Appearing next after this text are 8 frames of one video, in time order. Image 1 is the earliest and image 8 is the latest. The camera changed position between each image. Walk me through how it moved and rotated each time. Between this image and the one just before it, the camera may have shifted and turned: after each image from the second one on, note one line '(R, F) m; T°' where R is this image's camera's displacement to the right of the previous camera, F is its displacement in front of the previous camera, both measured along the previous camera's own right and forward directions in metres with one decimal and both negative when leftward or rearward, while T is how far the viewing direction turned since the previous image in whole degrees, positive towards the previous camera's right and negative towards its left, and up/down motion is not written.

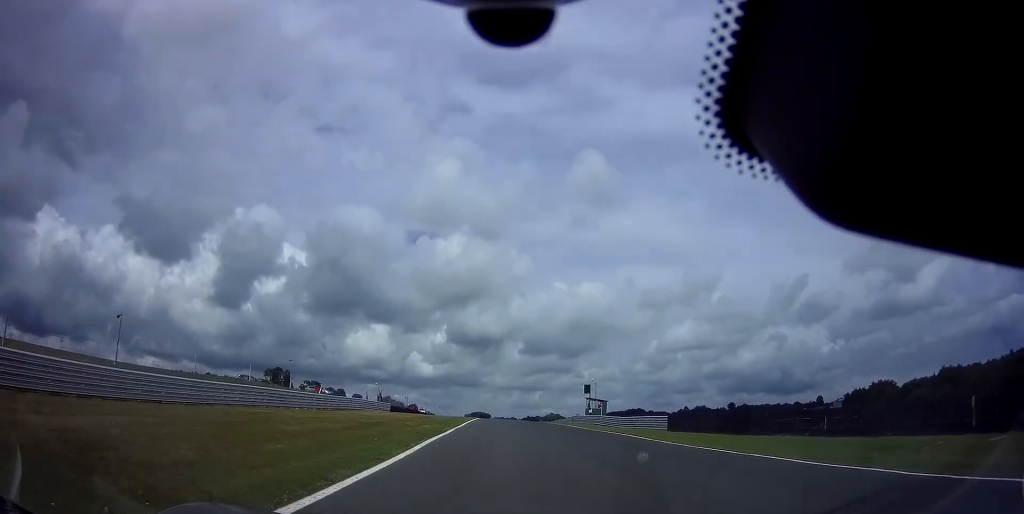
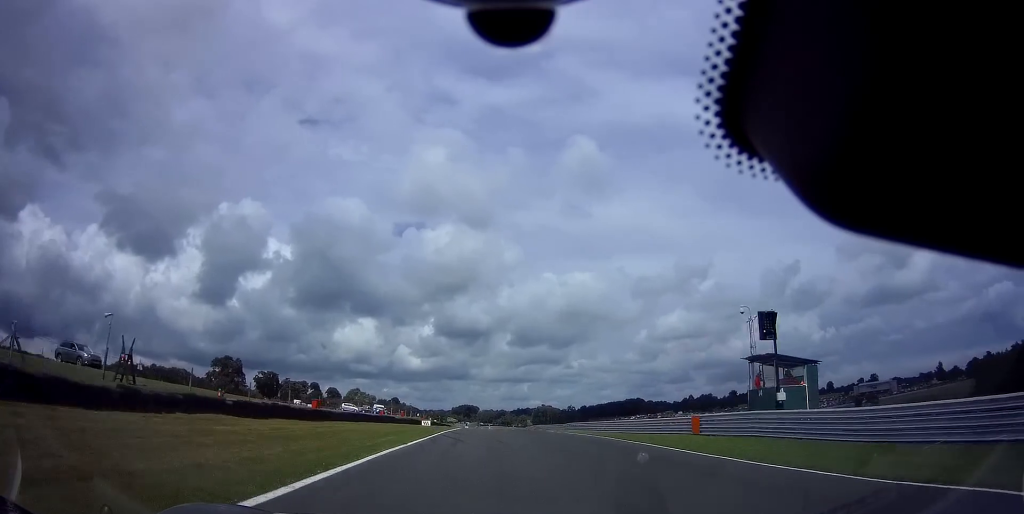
(+0.6, +50.8) m; +1°
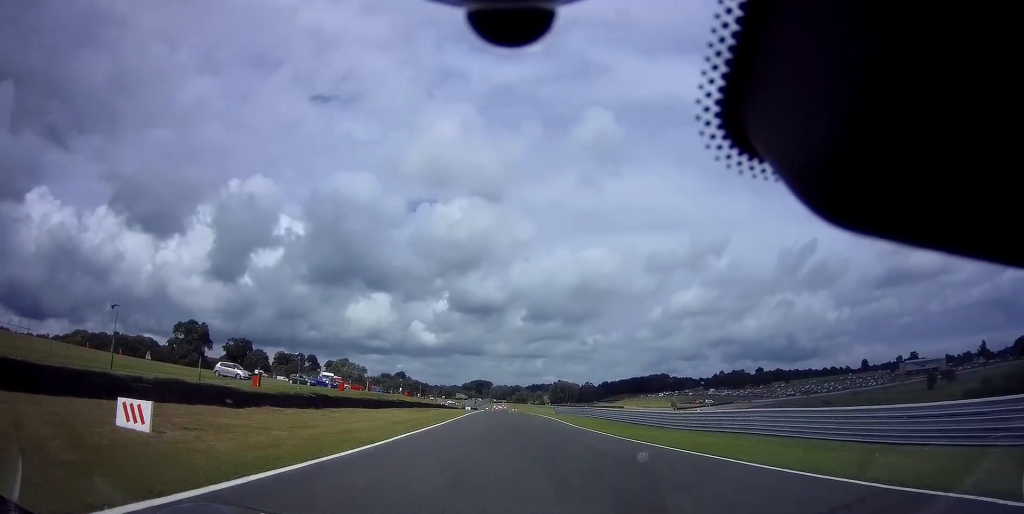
(-0.2, +47.4) m; -1°
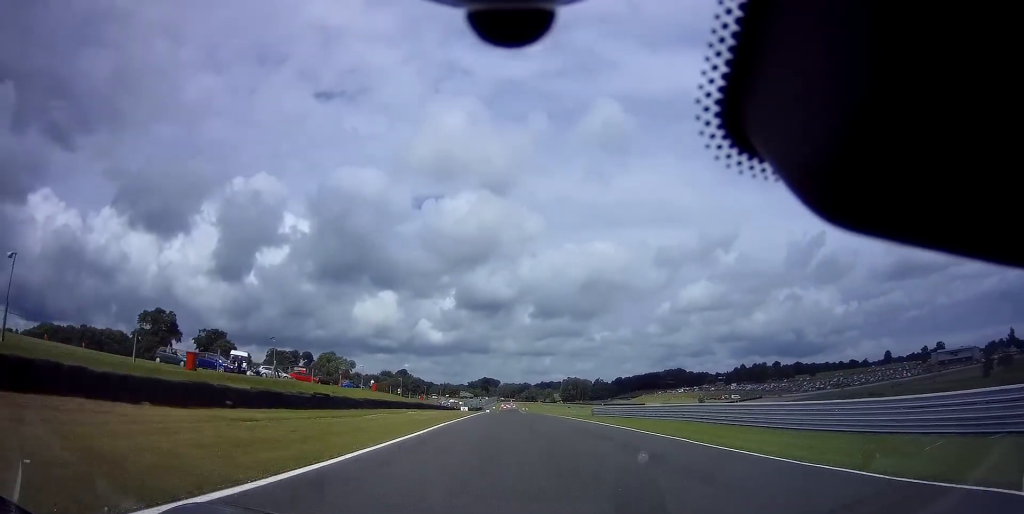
(-0.4, +30.8) m; -1°
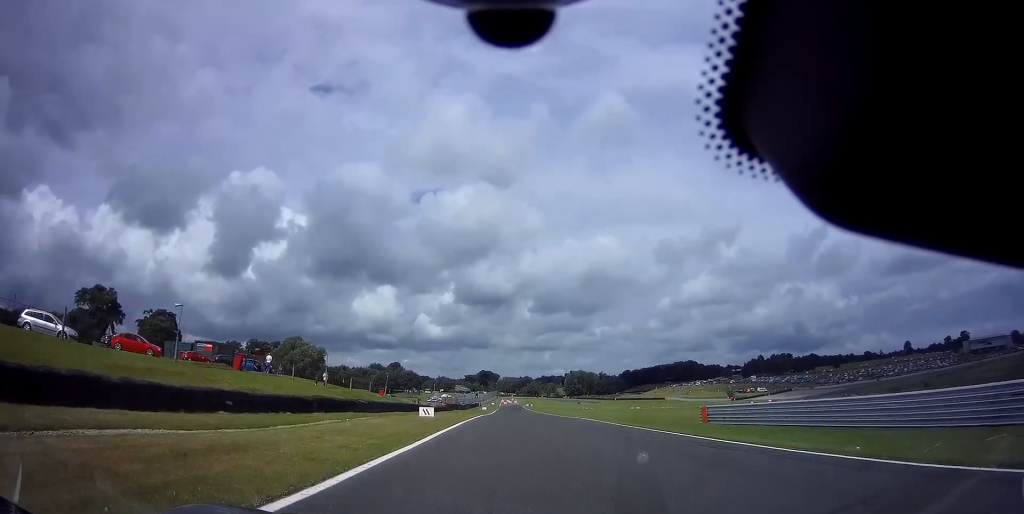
(+0.1, +36.6) m; 0°
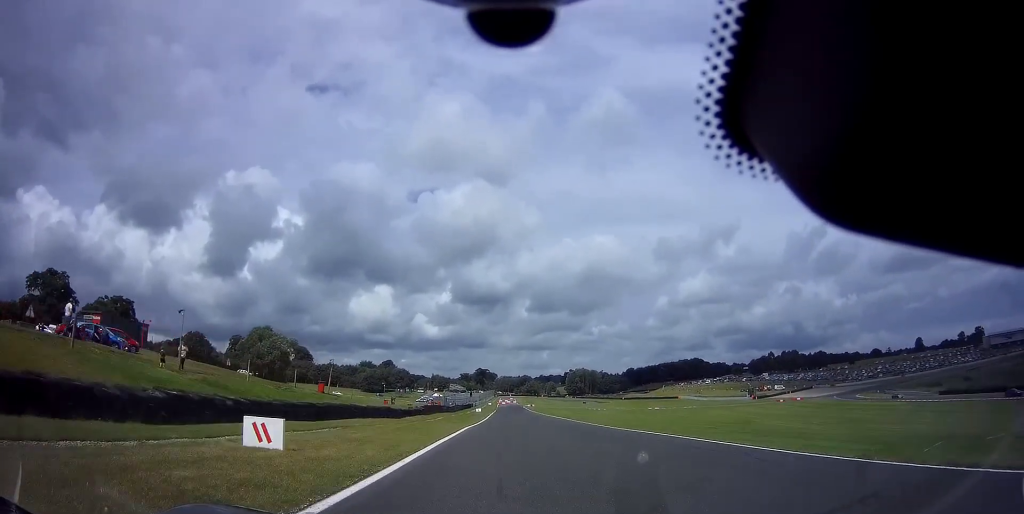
(-0.1, +23.0) m; 0°
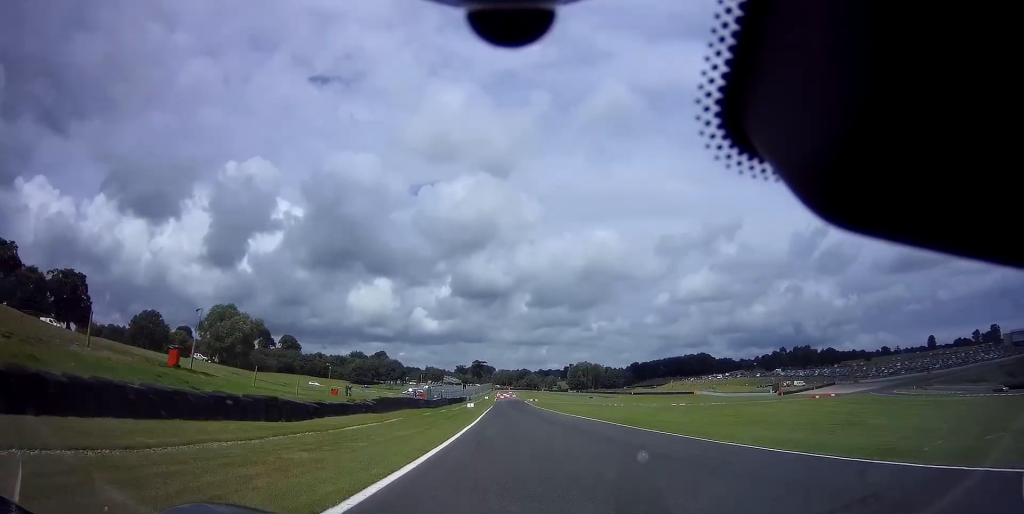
(+0.1, +22.4) m; 0°
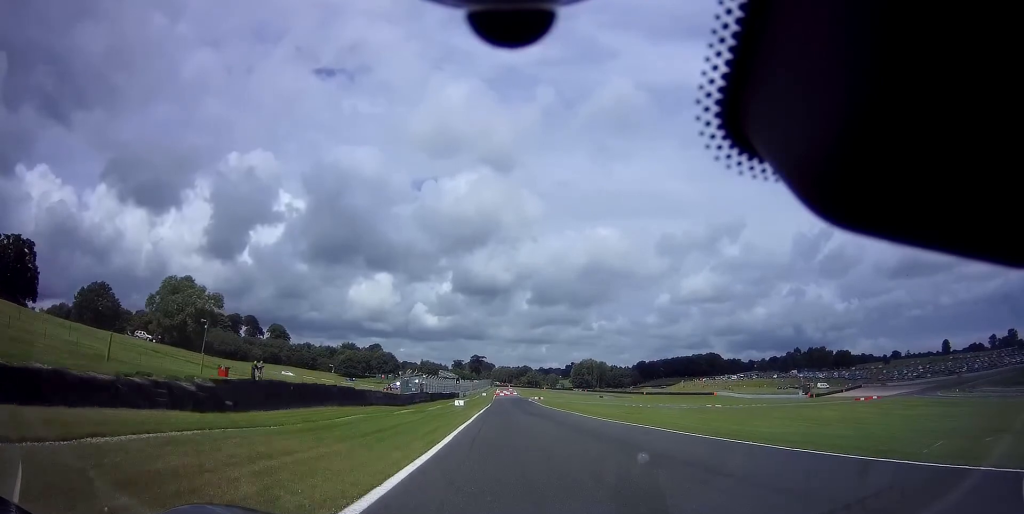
(0.0, +21.3) m; 0°
